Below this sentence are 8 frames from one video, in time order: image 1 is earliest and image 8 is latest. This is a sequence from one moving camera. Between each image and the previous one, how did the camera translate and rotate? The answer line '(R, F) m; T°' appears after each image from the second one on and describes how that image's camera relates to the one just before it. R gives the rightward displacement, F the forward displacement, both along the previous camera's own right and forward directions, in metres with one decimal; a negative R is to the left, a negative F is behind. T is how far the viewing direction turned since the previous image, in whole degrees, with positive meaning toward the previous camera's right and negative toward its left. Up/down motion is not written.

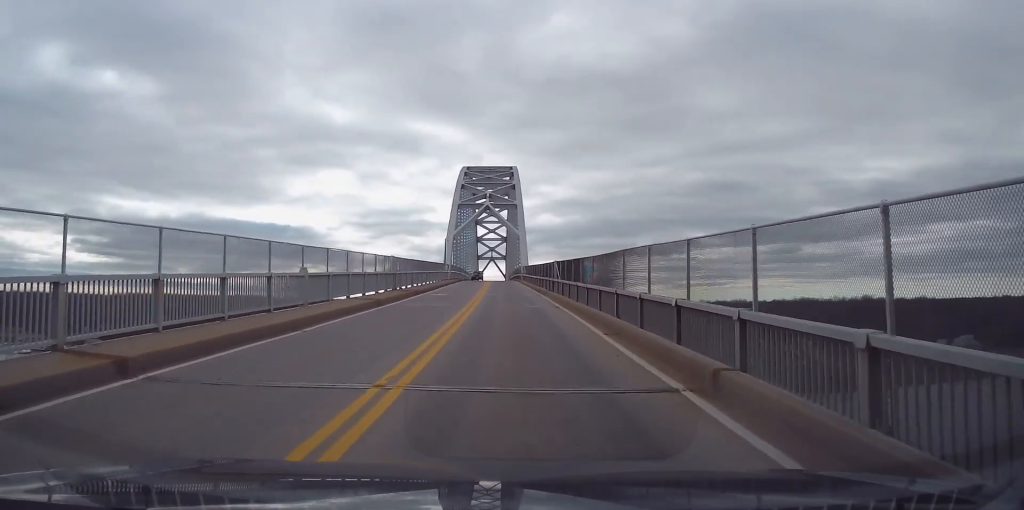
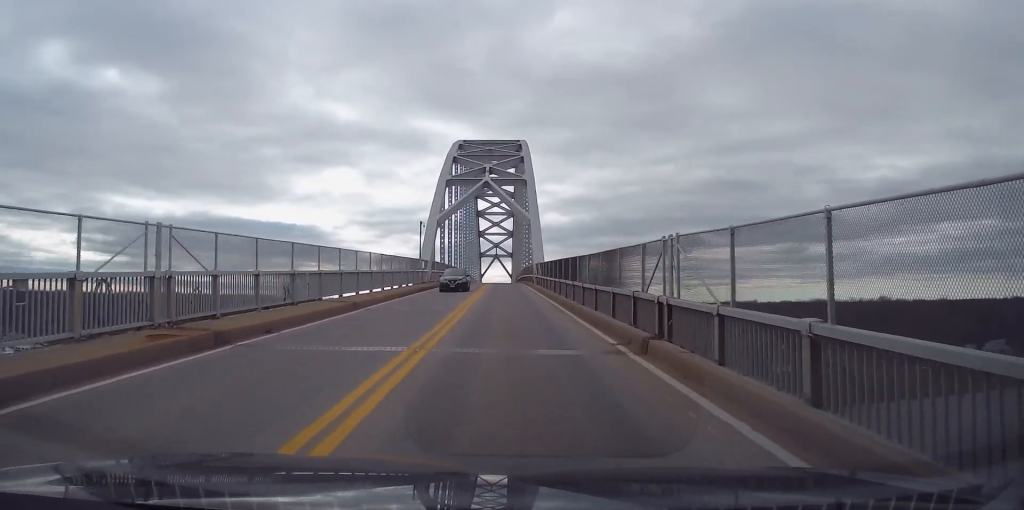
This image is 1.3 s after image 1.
(+0.6, +26.0) m; 0°
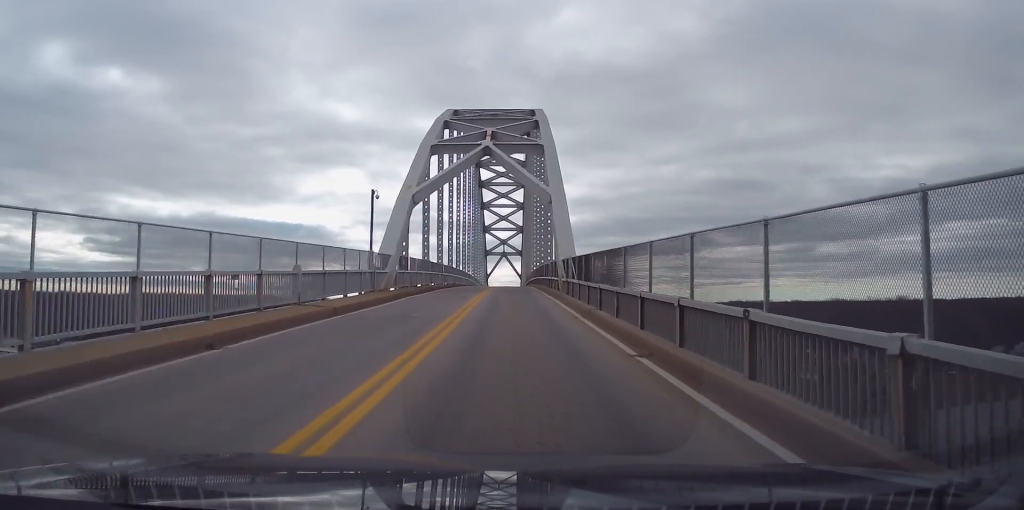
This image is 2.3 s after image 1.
(-0.5, +21.3) m; -1°
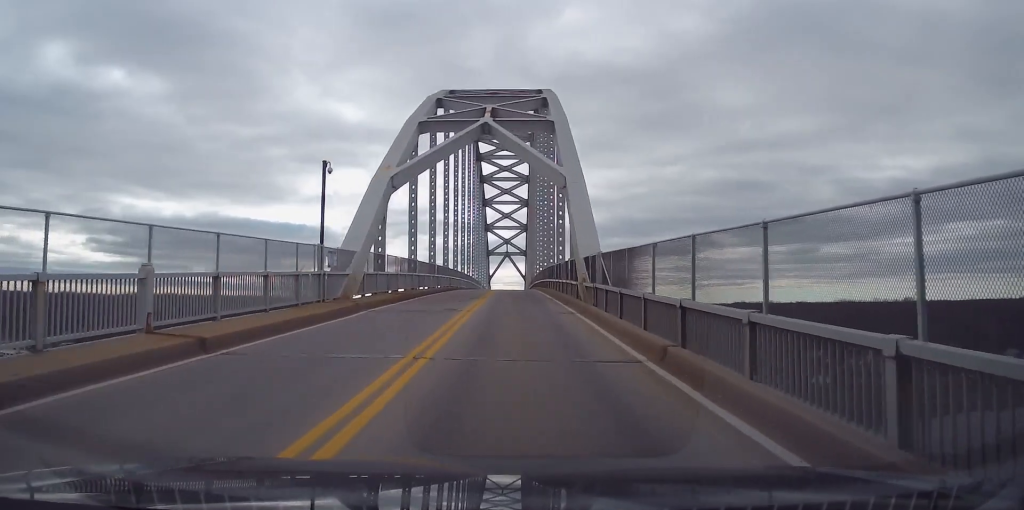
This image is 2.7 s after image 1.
(+0.1, +9.0) m; 0°
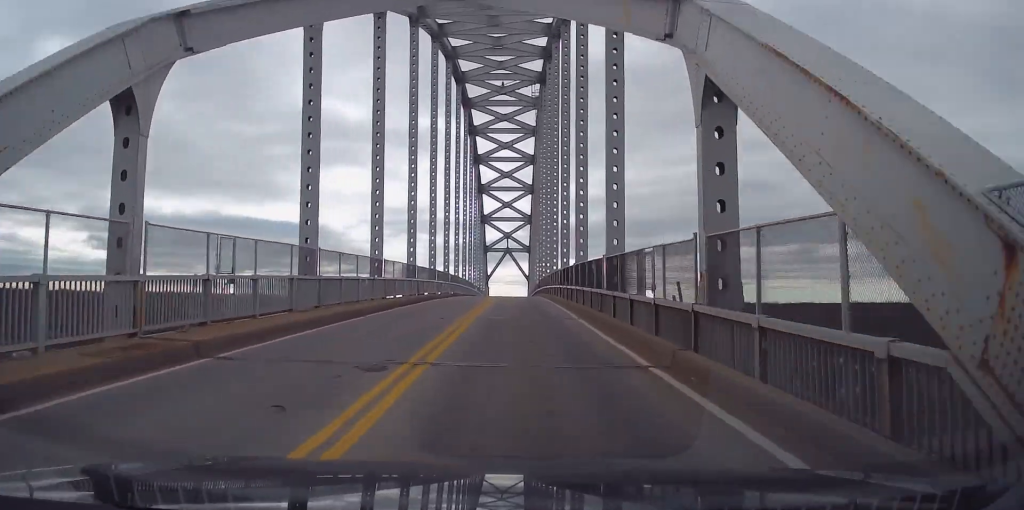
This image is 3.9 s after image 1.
(-0.2, +23.3) m; -1°
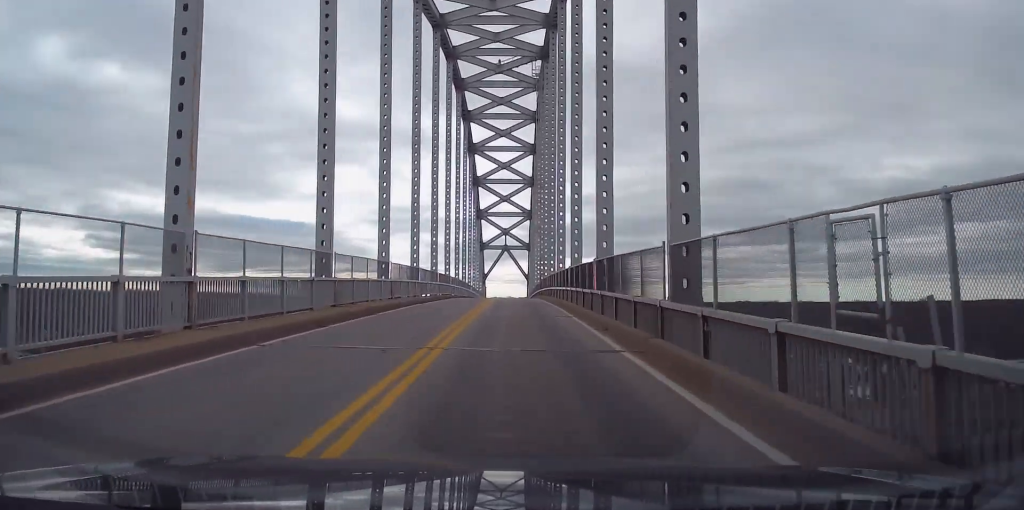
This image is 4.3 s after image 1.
(0.0, +8.9) m; 0°
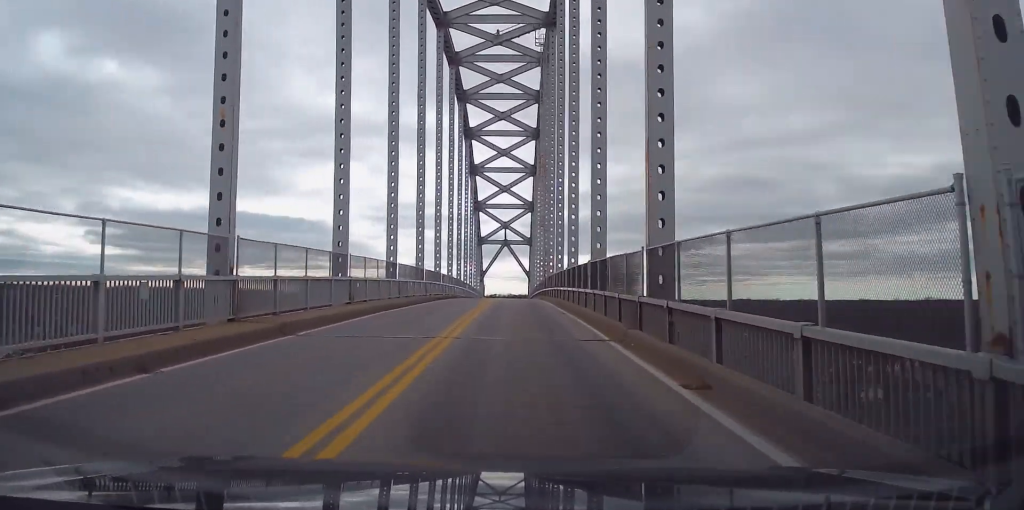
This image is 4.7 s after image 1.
(0.0, +8.9) m; 0°
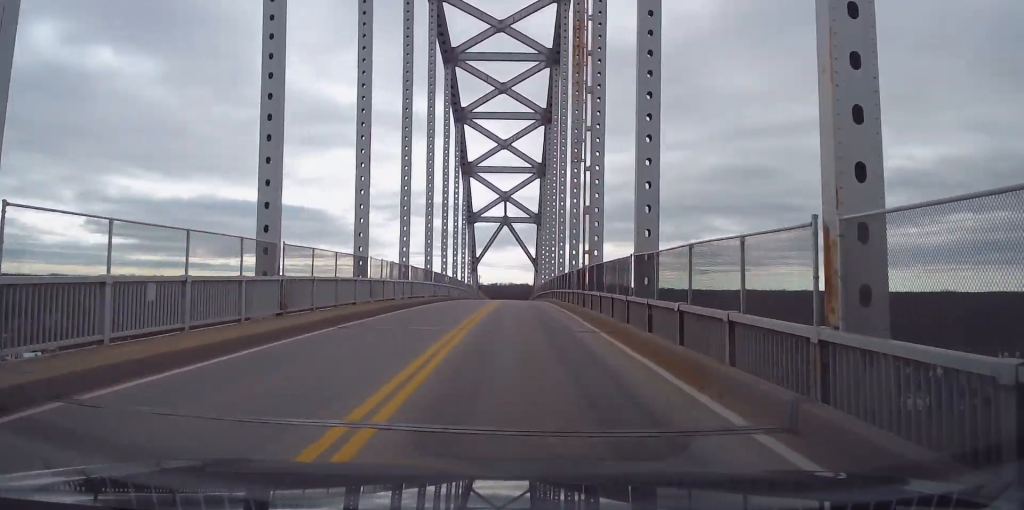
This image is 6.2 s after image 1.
(+0.1, +30.2) m; +1°
